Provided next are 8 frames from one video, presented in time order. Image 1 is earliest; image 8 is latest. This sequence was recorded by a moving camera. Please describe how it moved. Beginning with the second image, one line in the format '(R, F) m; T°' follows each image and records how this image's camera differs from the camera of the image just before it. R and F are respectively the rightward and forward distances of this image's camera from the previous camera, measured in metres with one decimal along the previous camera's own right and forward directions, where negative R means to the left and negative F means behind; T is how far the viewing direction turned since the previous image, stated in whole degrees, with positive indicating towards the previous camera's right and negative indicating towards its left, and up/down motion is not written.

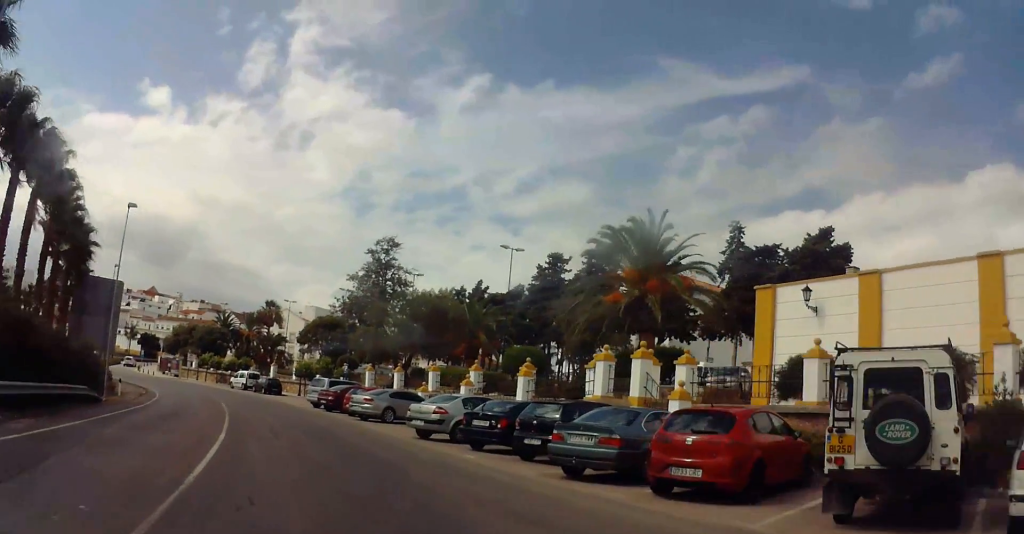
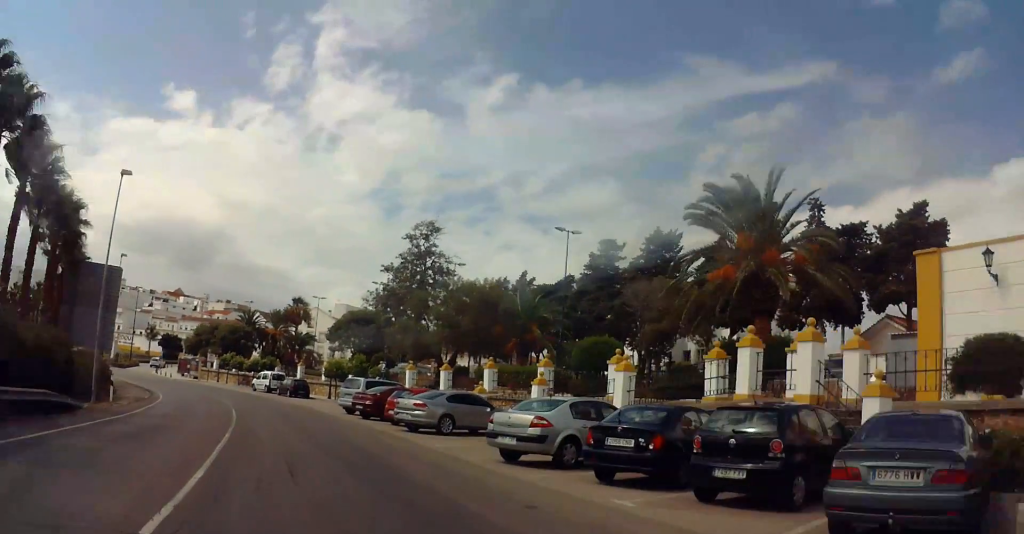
(-0.5, +6.5) m; -5°
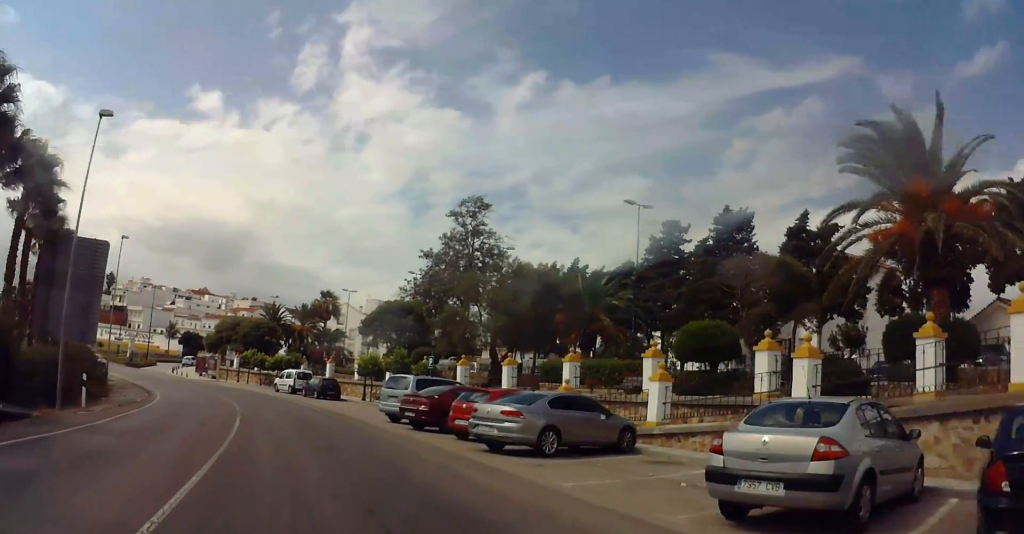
(0.0, +7.0) m; 0°
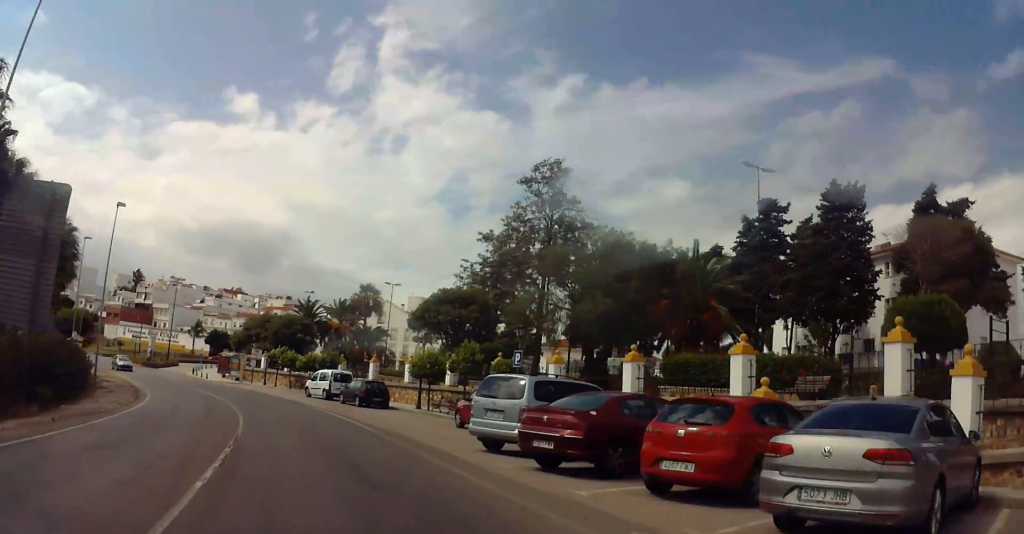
(0.0, +9.1) m; -2°
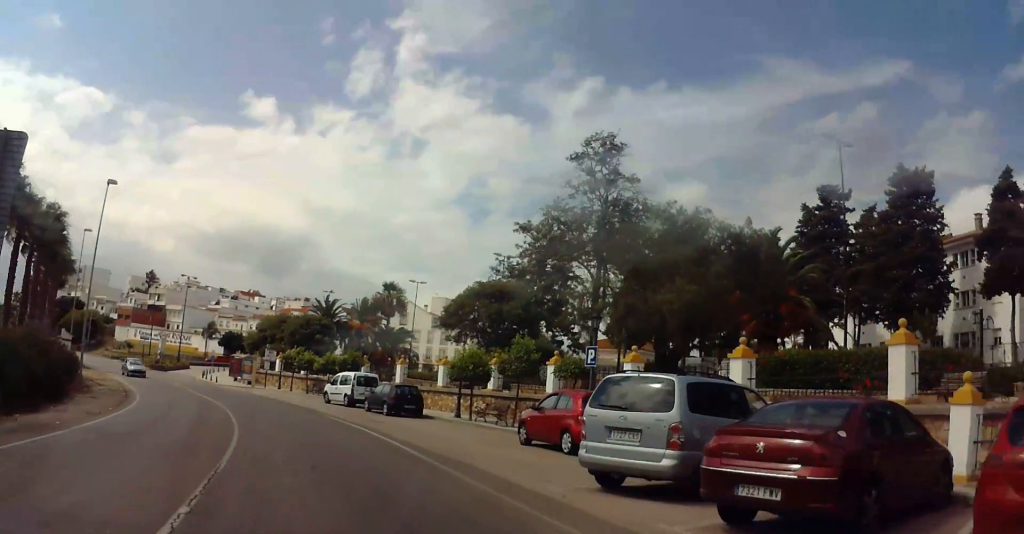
(-0.1, +5.1) m; -1°
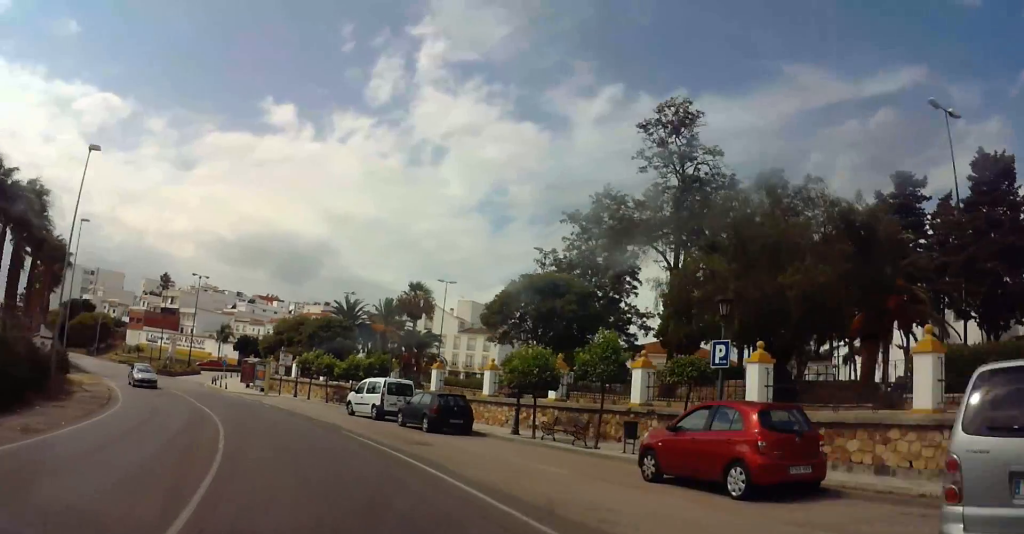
(-0.1, +5.9) m; -1°
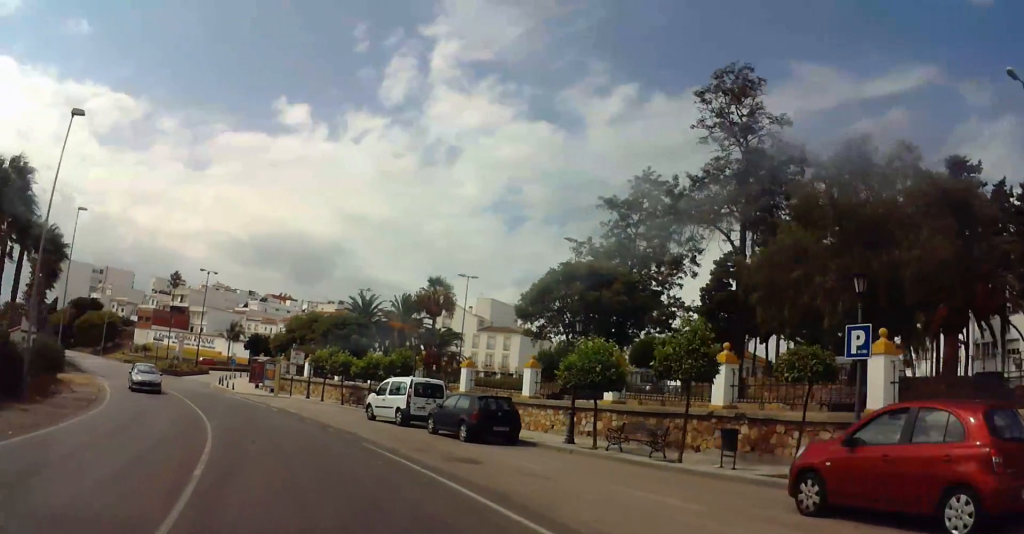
(0.0, +3.9) m; -2°
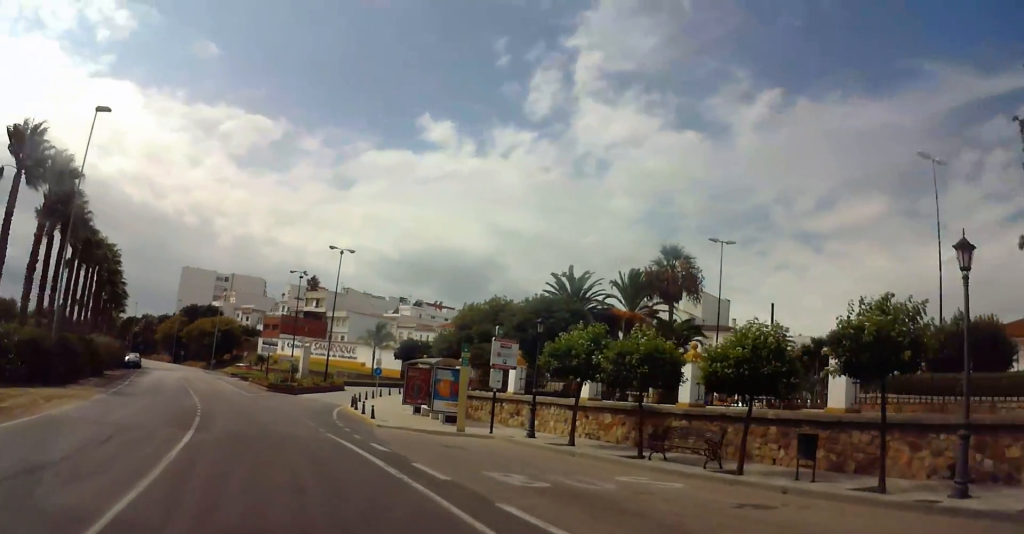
(-3.4, +22.8) m; -17°
